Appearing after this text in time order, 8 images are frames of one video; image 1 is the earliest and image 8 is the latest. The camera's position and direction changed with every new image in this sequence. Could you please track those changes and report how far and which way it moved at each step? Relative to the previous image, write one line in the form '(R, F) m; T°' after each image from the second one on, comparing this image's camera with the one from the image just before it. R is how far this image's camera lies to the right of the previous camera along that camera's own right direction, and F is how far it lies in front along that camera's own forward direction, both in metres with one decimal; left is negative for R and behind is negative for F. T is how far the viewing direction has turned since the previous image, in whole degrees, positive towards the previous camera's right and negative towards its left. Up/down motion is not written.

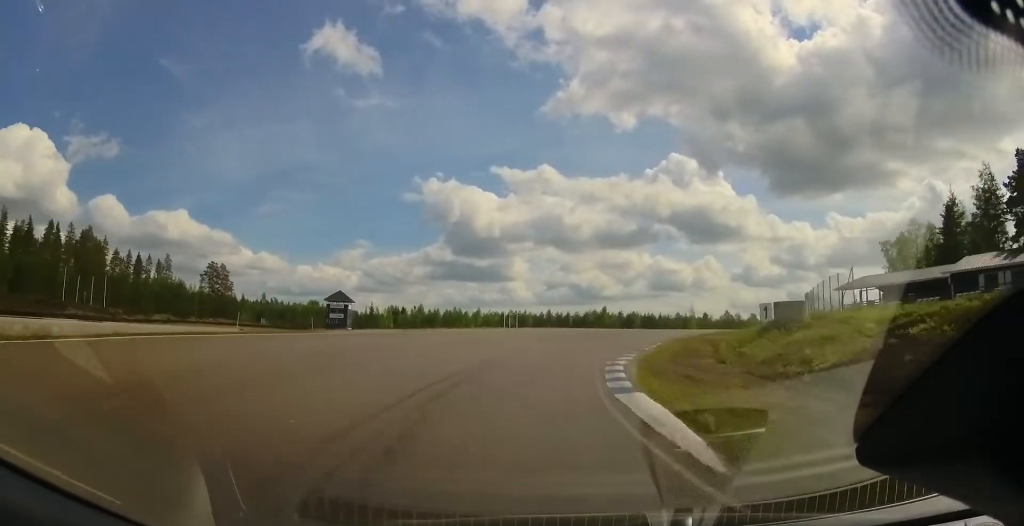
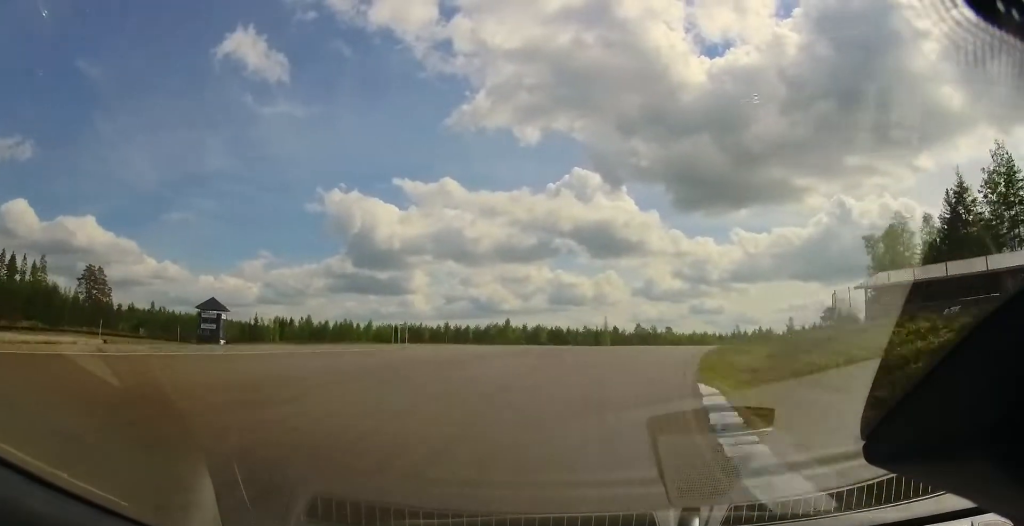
(+0.7, +18.8) m; +16°
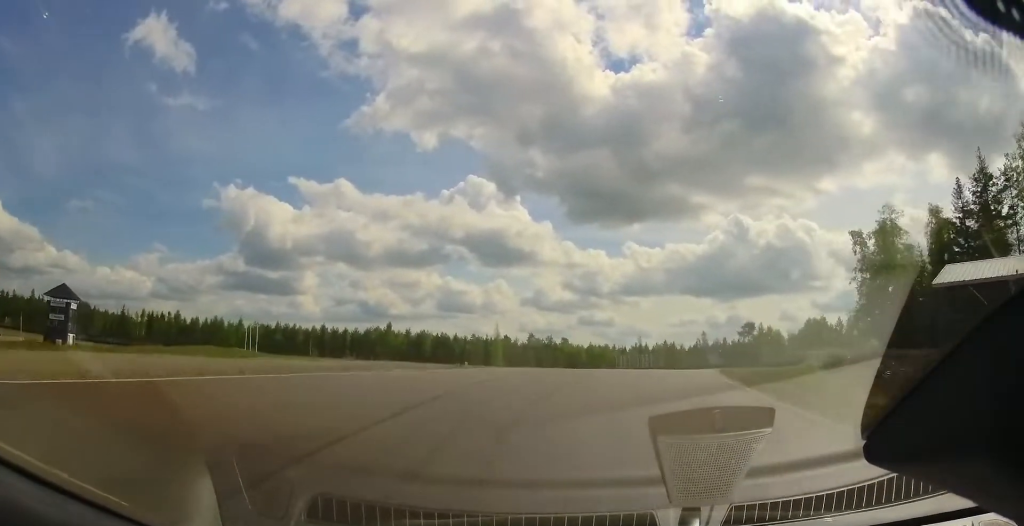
(+4.5, +18.2) m; +10°
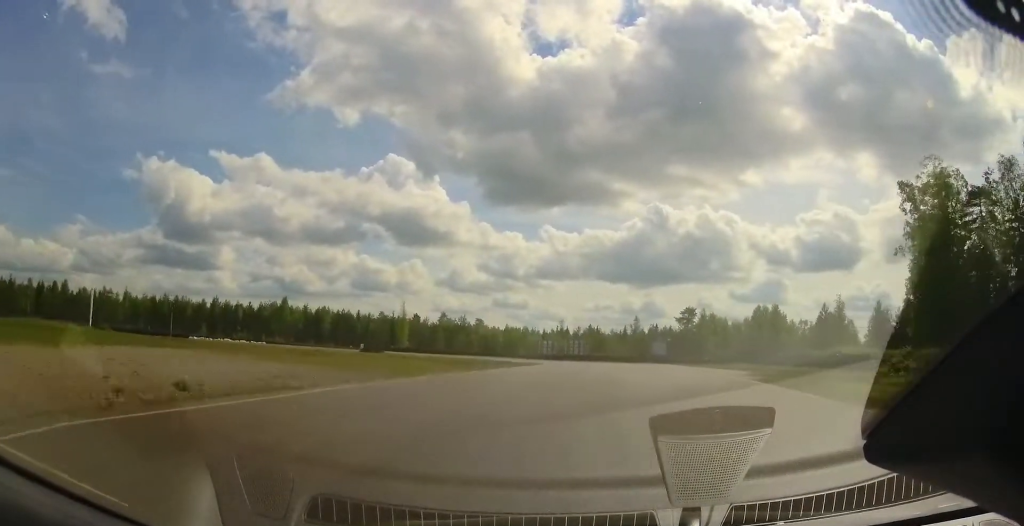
(+1.3, +19.1) m; +4°
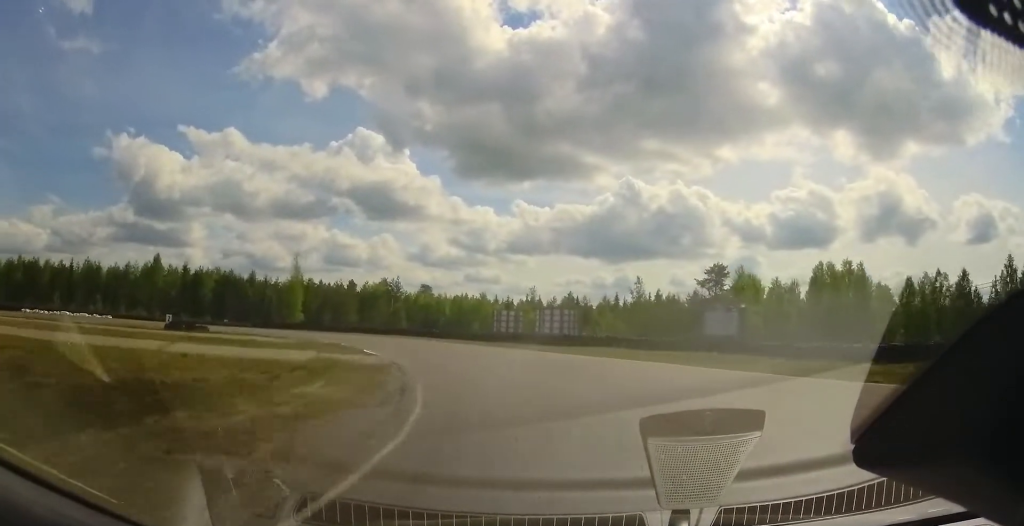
(0.0, +46.4) m; -1°
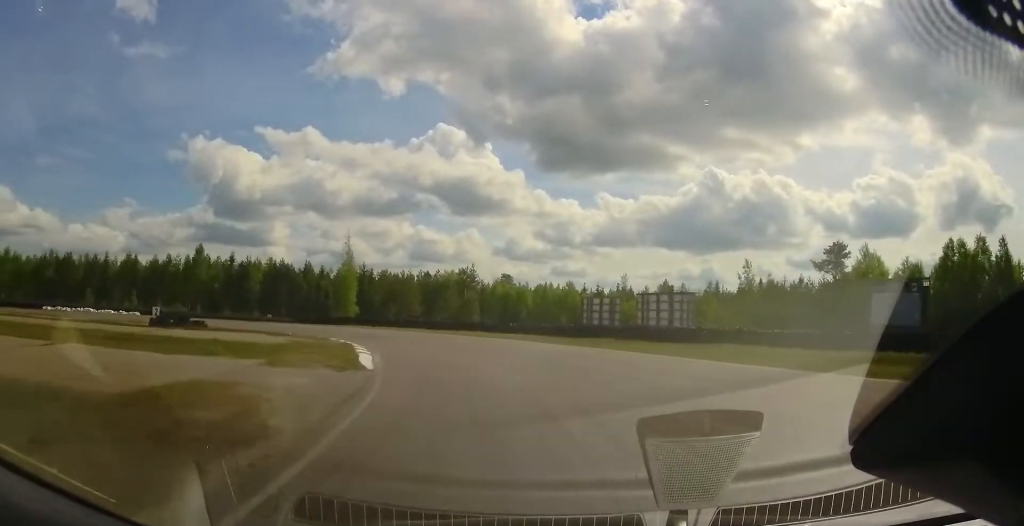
(0.0, +15.5) m; -4°
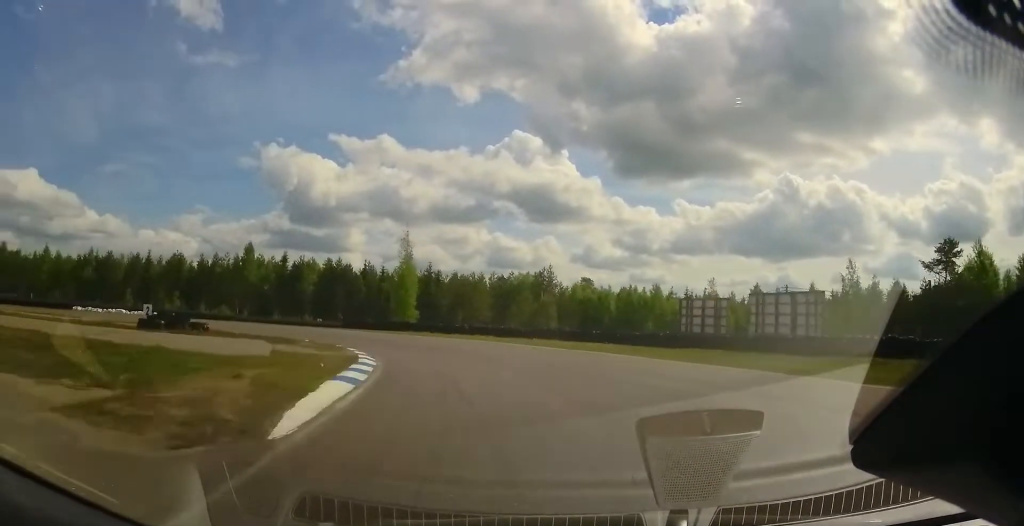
(-0.1, +11.2) m; -7°
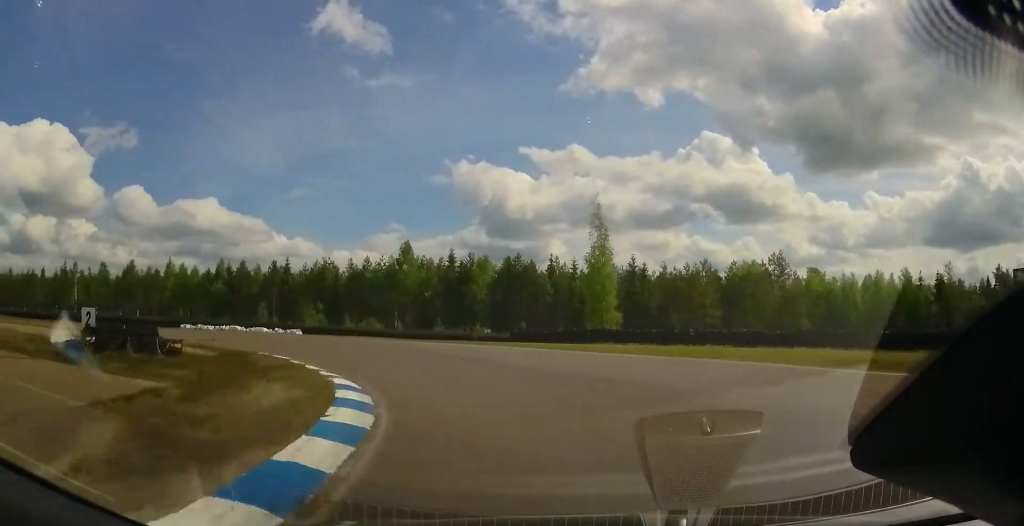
(-3.6, +21.6) m; -23°
